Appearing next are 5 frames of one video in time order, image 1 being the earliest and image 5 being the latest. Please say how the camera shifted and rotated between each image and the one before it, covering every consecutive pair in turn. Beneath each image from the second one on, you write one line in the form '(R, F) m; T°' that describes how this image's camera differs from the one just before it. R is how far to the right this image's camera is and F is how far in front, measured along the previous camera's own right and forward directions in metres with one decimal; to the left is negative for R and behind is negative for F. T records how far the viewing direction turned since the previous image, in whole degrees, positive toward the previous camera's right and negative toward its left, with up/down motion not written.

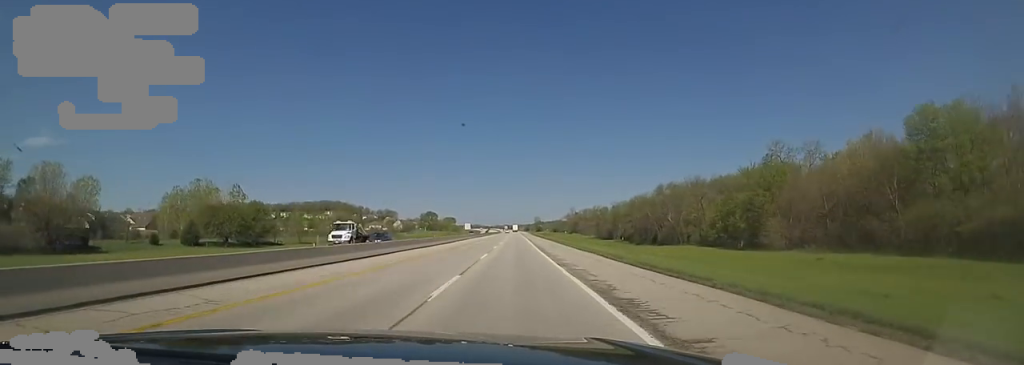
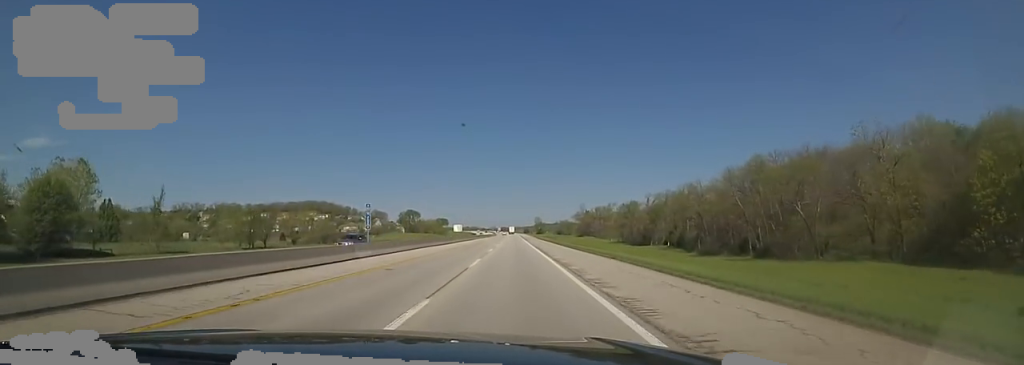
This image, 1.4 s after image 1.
(+1.3, +51.3) m; 0°
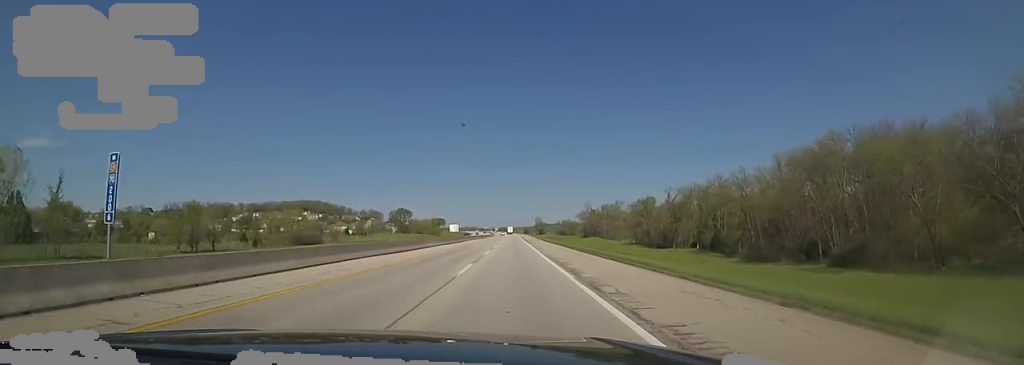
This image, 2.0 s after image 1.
(-0.7, +19.2) m; -1°
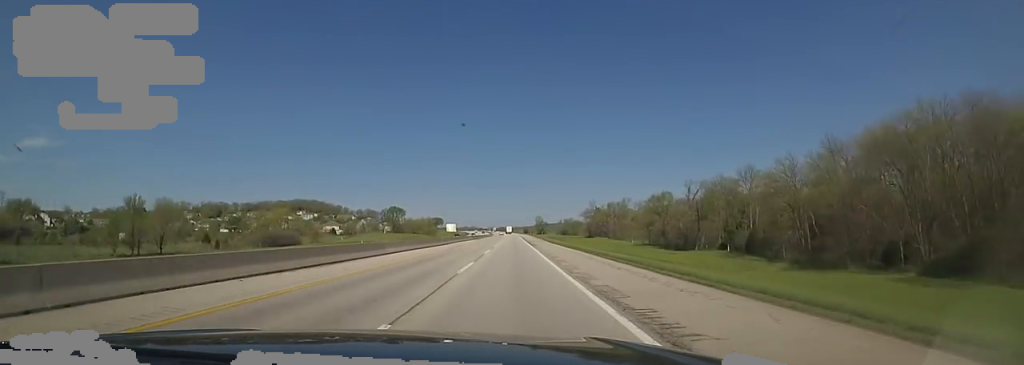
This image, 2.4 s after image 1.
(-0.2, +14.4) m; -1°
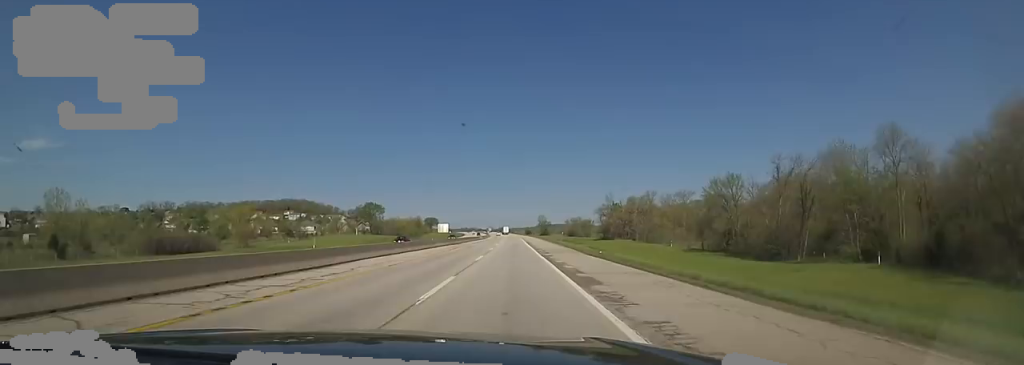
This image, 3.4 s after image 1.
(0.0, +37.0) m; 0°
